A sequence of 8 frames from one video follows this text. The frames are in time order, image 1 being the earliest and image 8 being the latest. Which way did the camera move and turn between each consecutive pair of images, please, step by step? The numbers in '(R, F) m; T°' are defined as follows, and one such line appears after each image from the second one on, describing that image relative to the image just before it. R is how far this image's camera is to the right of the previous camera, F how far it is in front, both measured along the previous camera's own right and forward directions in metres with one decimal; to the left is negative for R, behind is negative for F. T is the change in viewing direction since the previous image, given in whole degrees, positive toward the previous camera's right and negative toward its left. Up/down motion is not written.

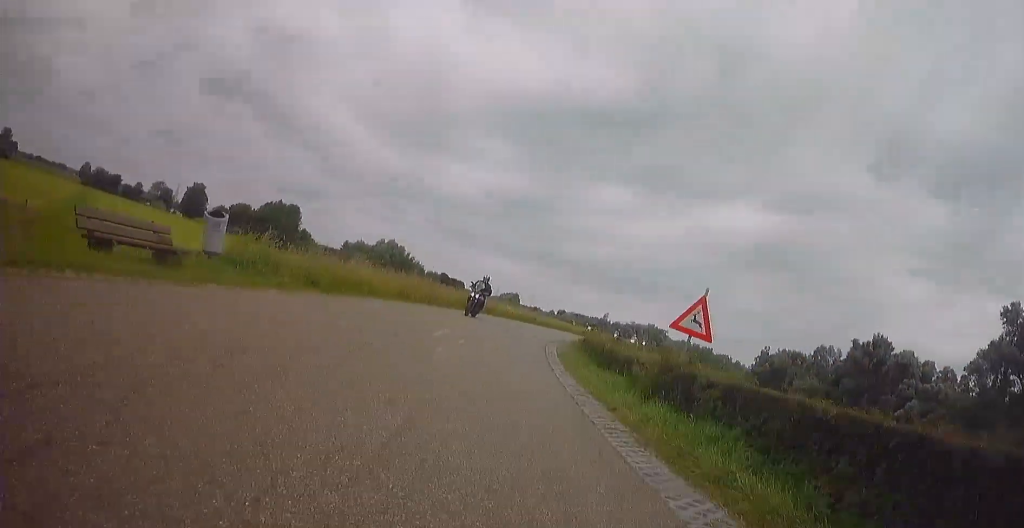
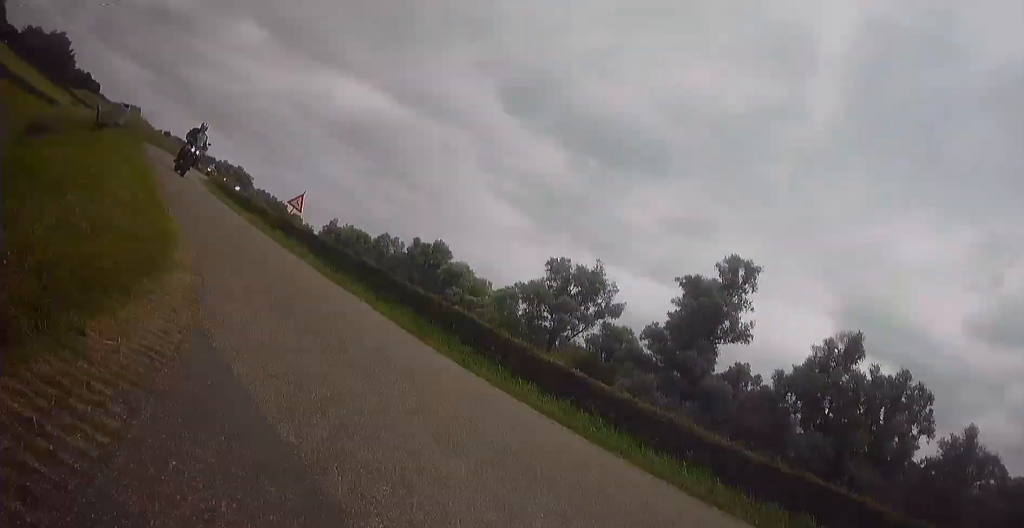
(+3.1, +12.6) m; +36°
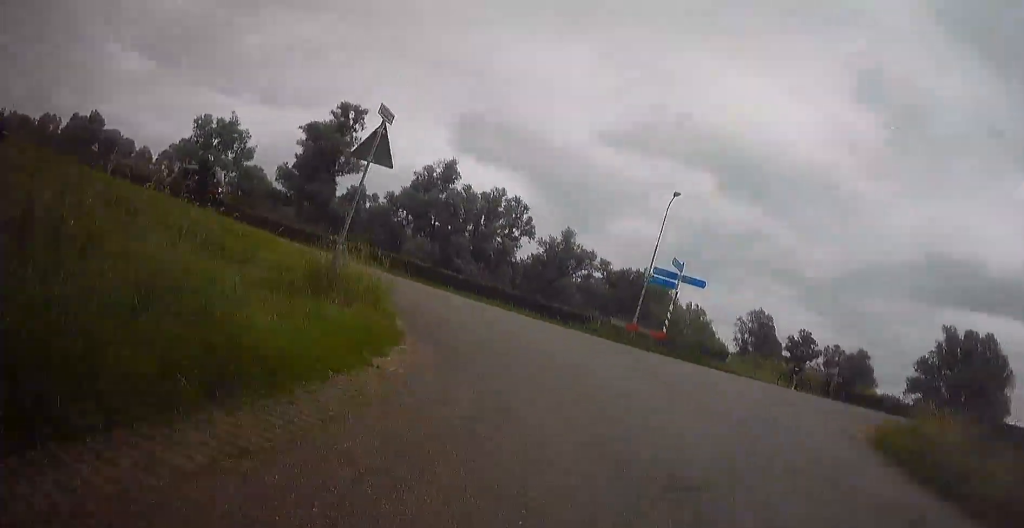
(+4.9, +13.0) m; +35°
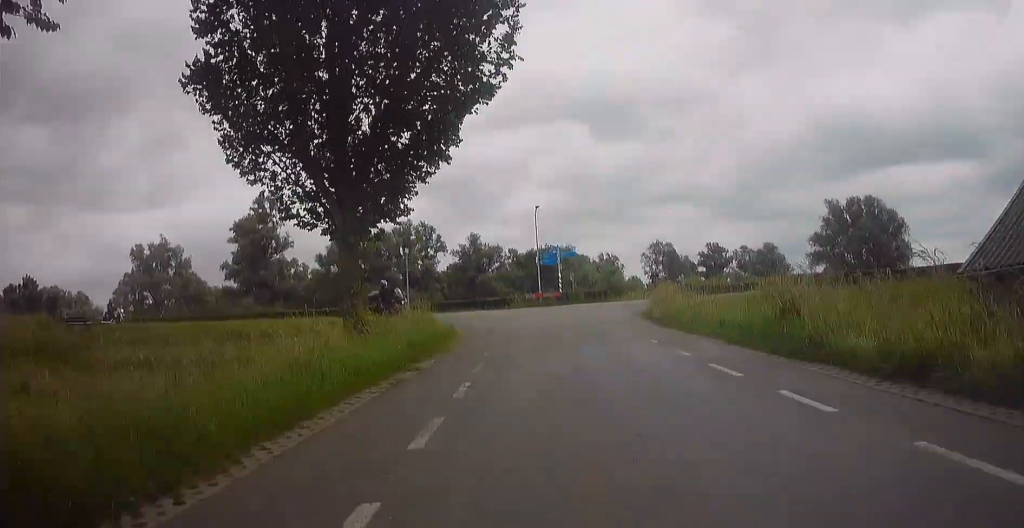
(+2.1, +12.4) m; +12°
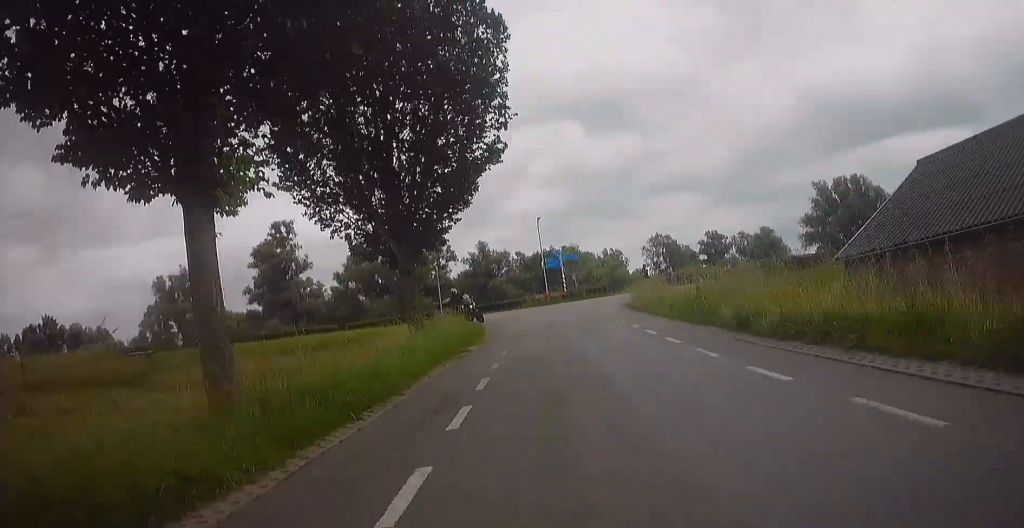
(+0.4, +5.4) m; +1°
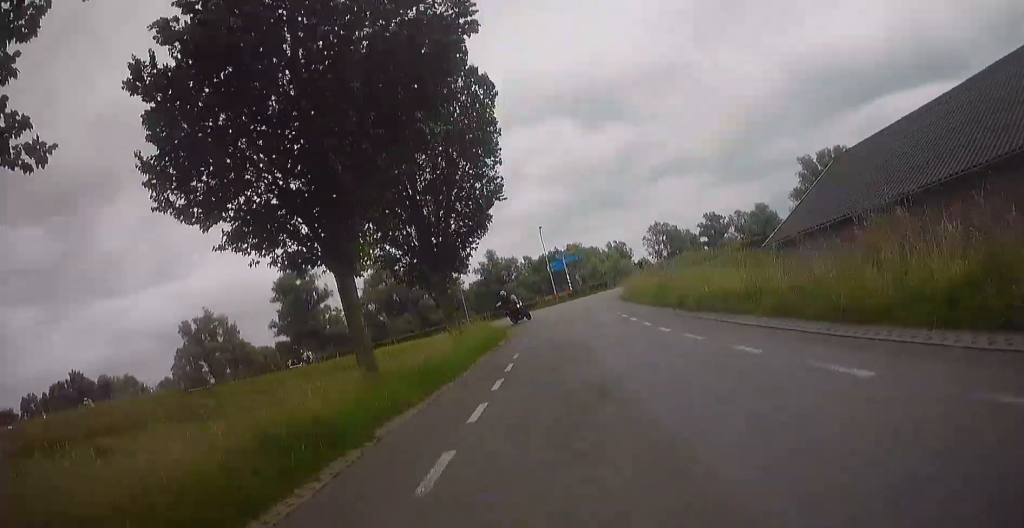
(0.0, +4.7) m; 0°
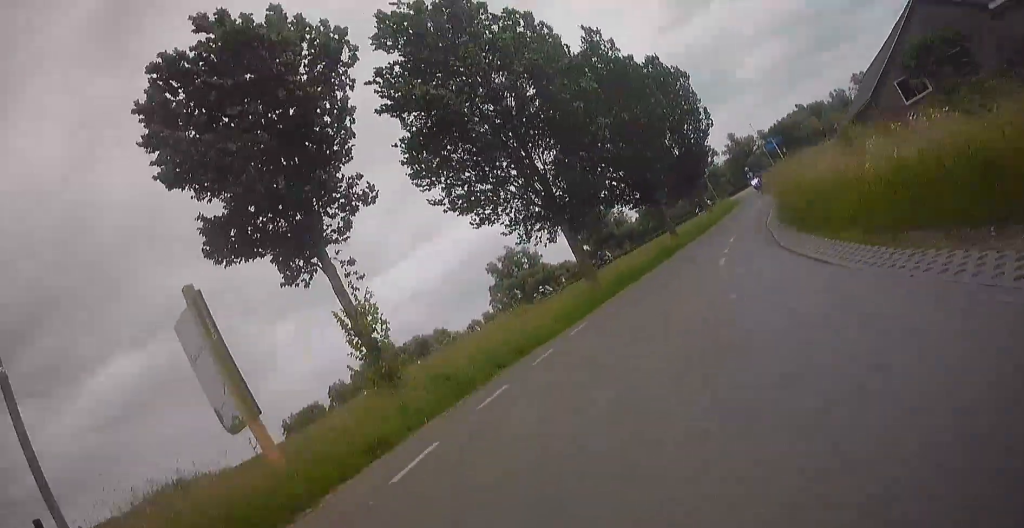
(-1.1, +16.7) m; -9°
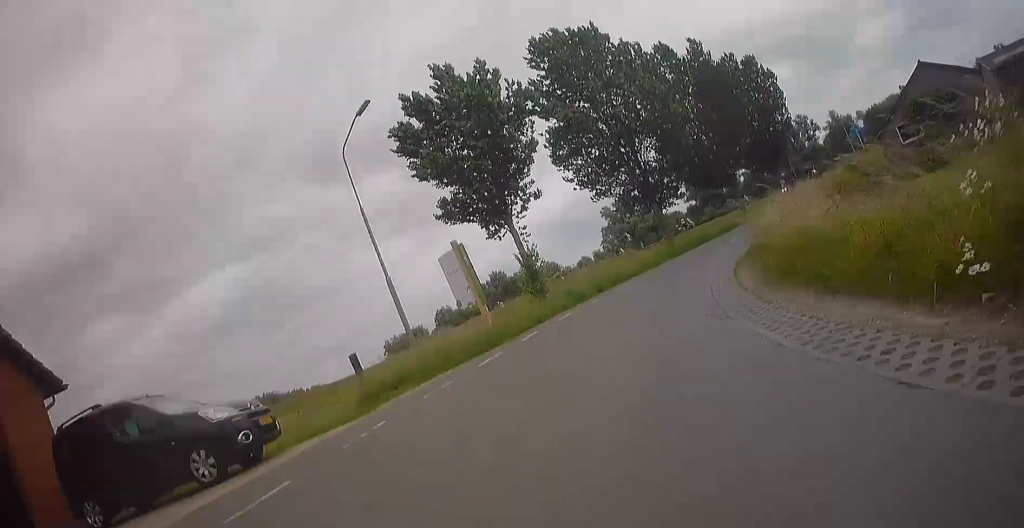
(-0.3, +7.0) m; -7°
